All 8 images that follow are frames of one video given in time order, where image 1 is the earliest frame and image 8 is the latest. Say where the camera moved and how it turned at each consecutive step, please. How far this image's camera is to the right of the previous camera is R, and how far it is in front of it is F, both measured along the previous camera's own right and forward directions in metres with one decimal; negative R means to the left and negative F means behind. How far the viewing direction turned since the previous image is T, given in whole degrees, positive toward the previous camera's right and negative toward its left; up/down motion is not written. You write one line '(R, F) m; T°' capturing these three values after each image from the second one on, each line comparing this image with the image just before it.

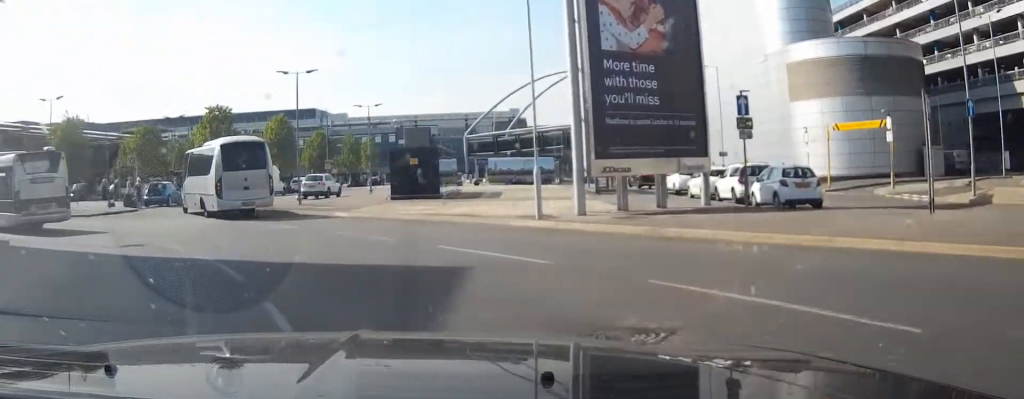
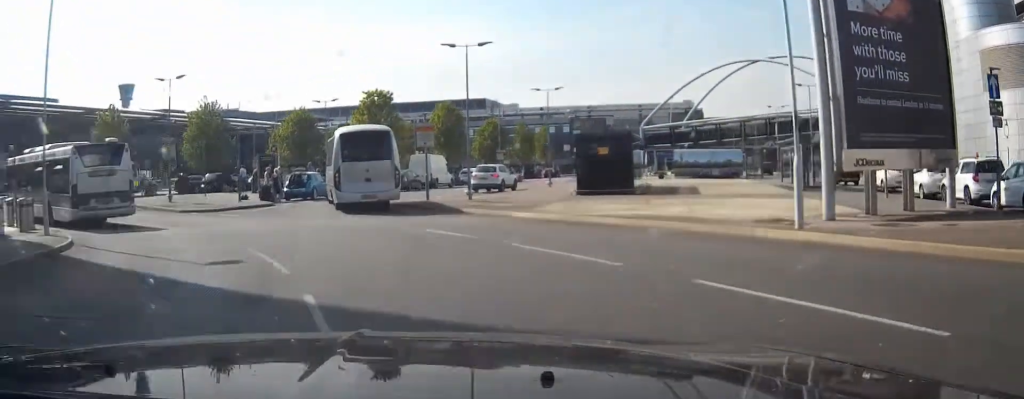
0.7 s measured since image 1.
(-0.4, +4.8) m; -11°
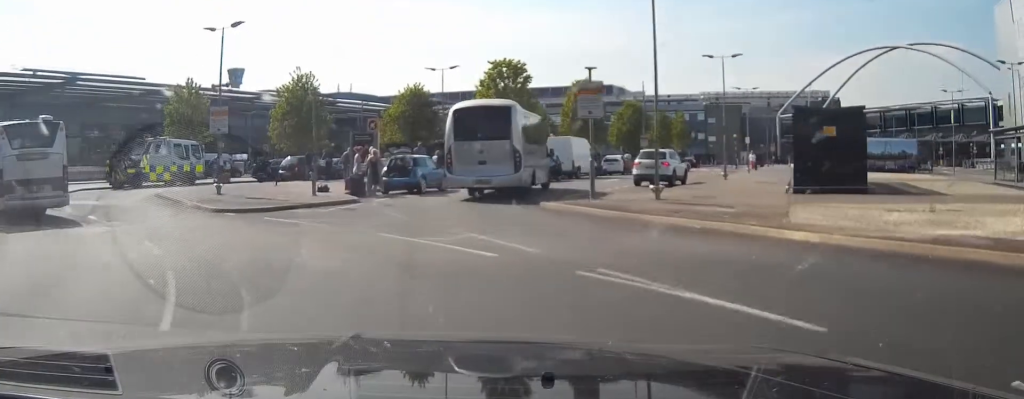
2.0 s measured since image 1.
(-1.5, +9.3) m; -16°
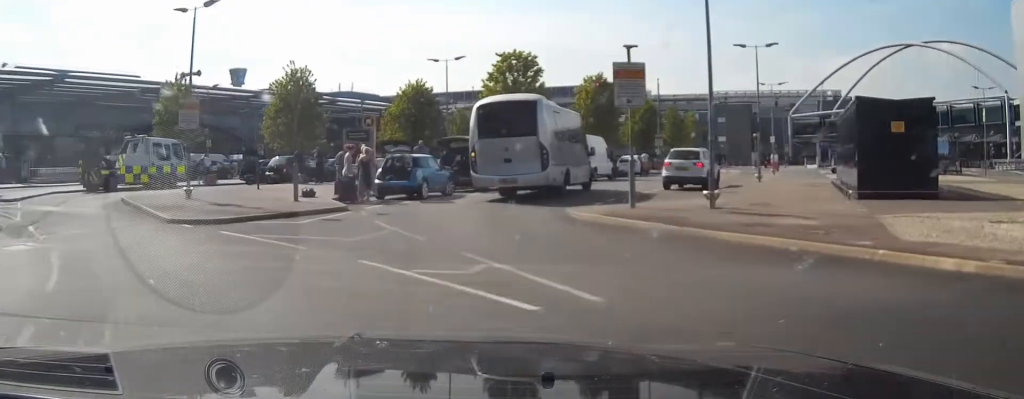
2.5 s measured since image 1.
(-0.1, +4.0) m; -5°
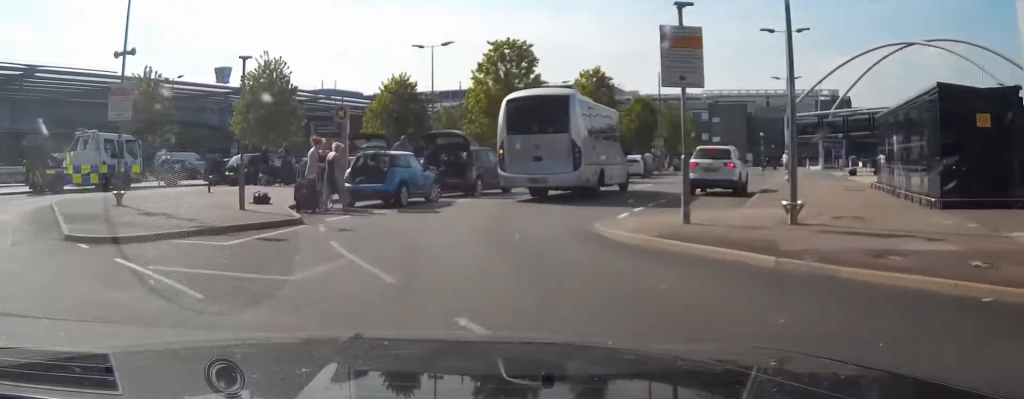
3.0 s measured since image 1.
(-0.3, +4.6) m; 0°
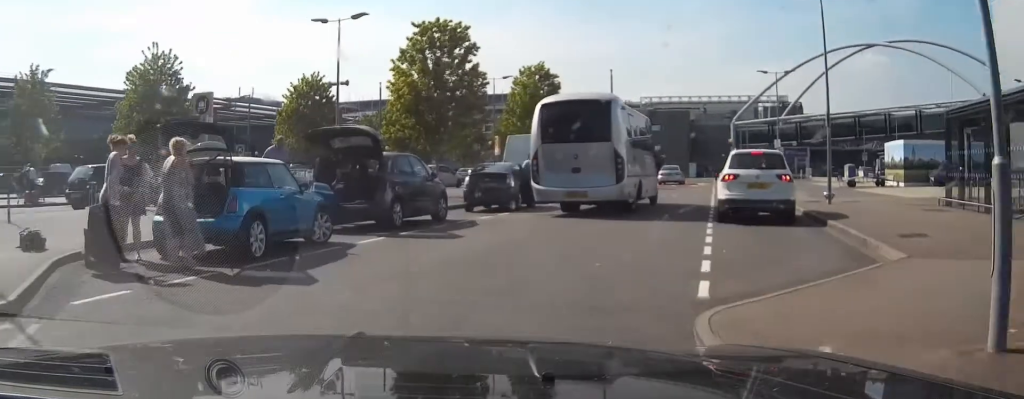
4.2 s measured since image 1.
(+0.3, +9.7) m; +6°
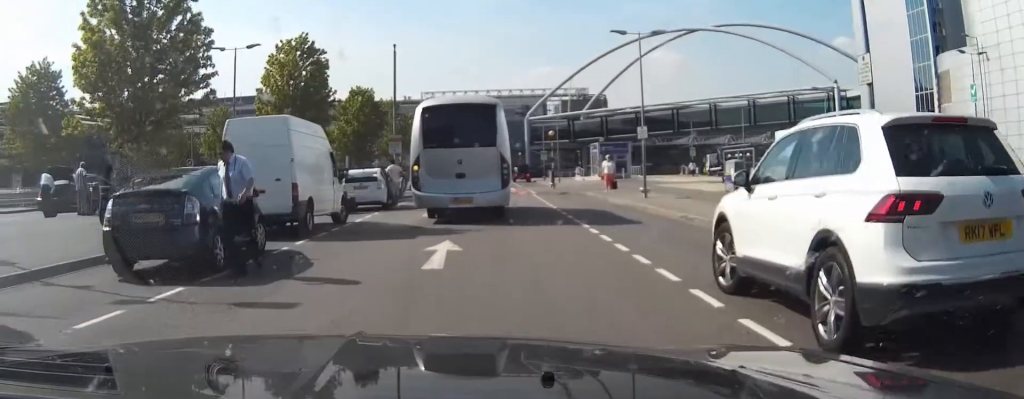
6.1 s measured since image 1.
(+1.6, +13.1) m; +11°
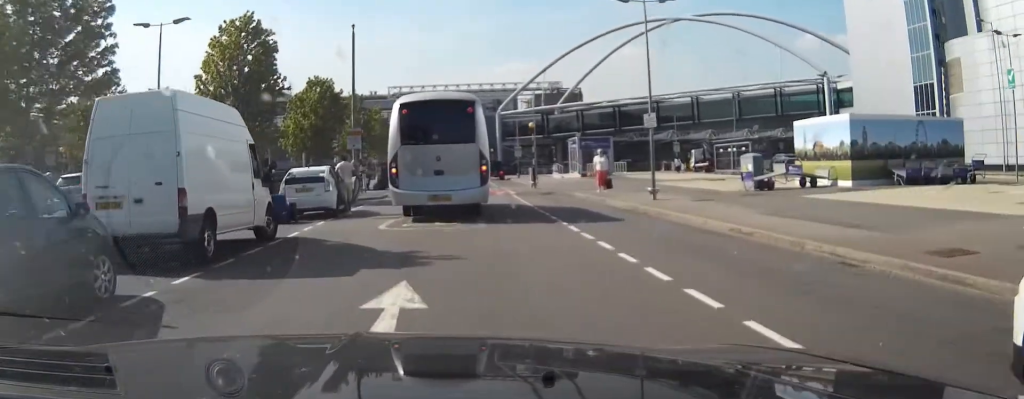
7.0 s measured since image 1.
(0.0, +5.1) m; +2°
